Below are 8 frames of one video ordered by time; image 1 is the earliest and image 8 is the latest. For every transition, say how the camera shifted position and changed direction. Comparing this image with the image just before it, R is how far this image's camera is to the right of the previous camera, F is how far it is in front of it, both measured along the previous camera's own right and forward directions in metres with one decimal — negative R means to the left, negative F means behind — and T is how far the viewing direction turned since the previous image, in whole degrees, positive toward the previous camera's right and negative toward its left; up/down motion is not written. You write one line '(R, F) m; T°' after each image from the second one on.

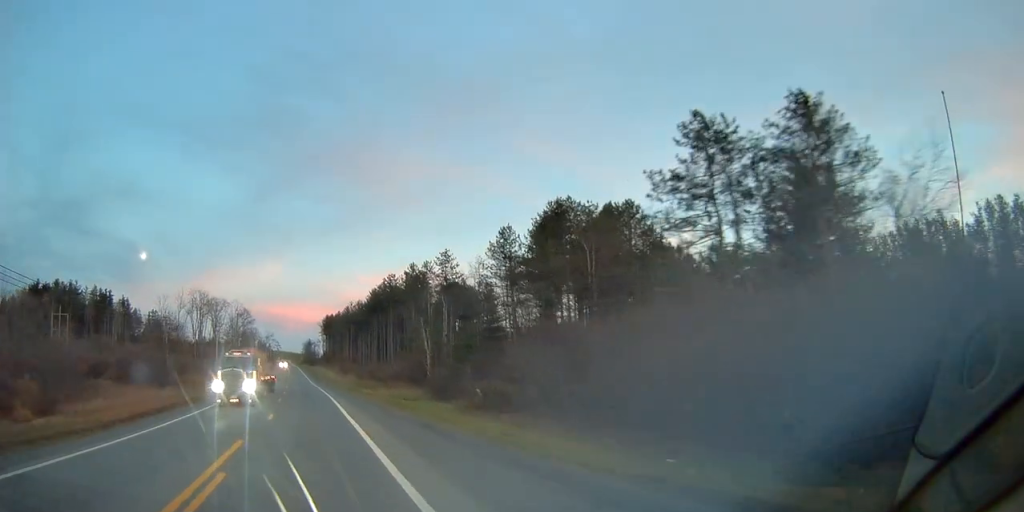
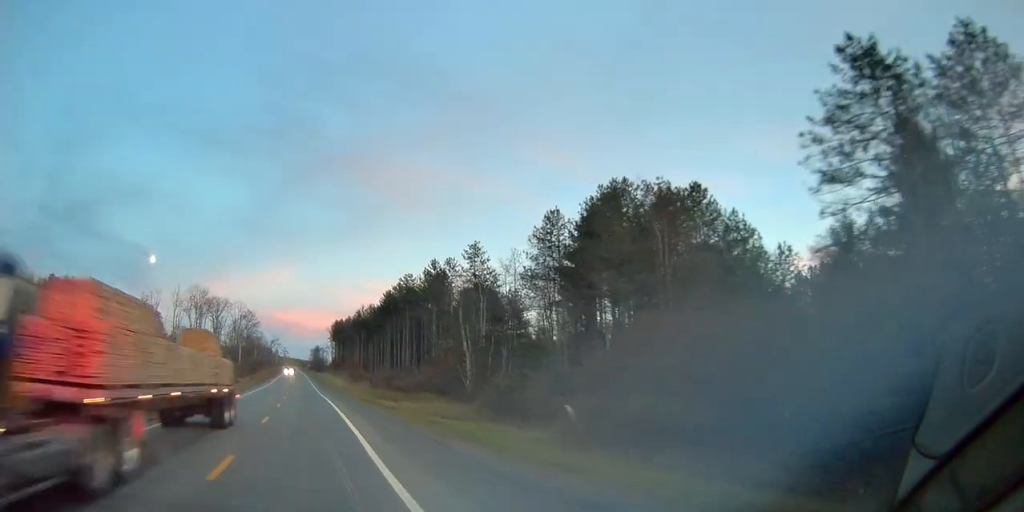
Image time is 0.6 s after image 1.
(-0.1, +13.3) m; -1°
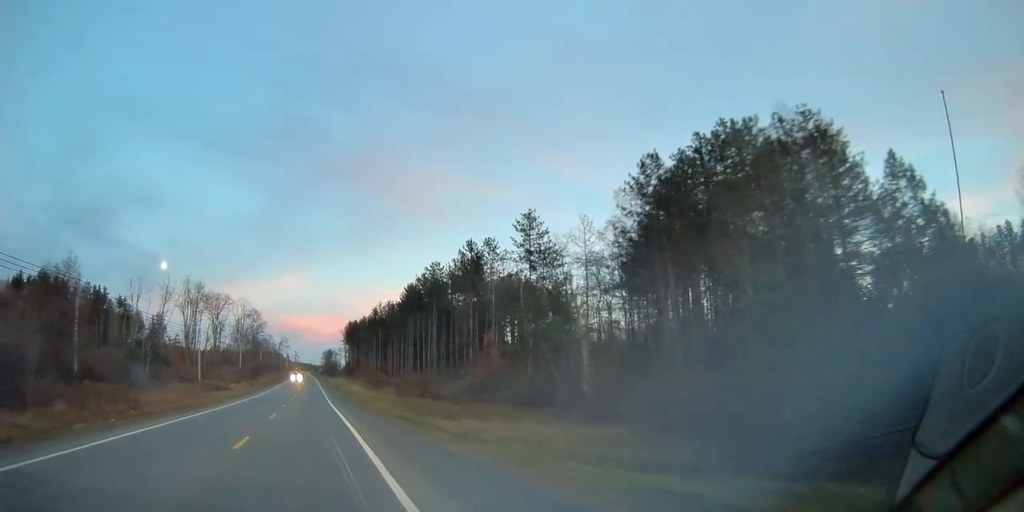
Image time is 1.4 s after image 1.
(-0.1, +19.4) m; -1°
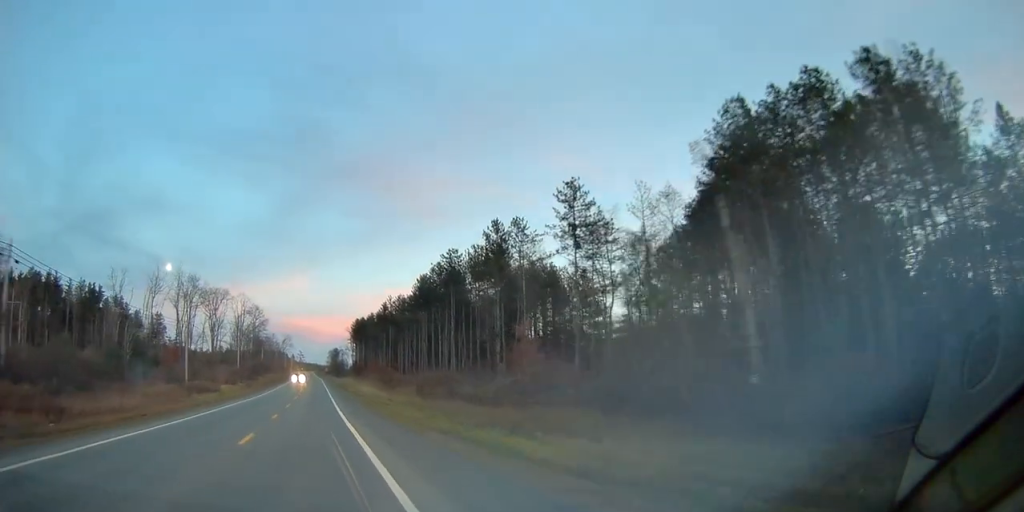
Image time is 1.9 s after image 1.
(-0.2, +11.5) m; -1°
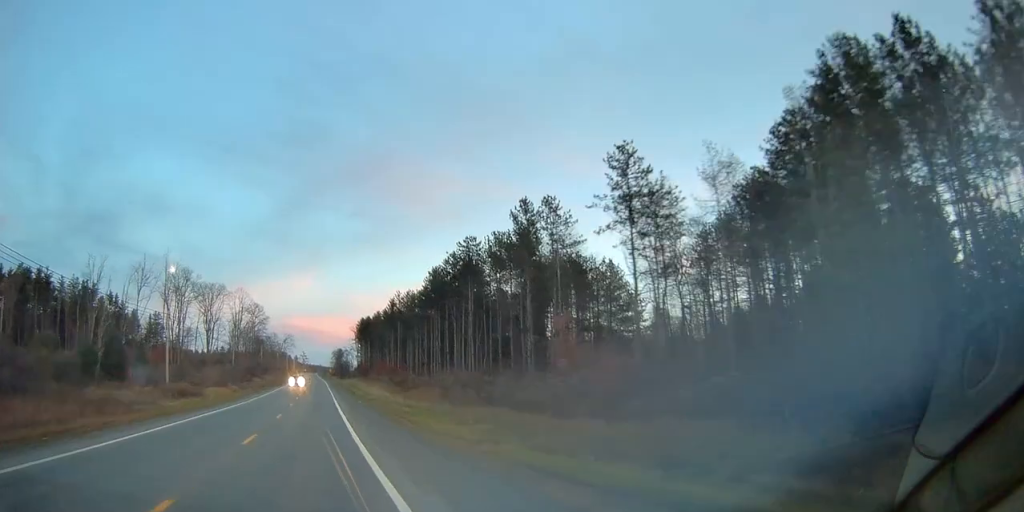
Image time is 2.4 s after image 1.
(-0.1, +10.7) m; -1°
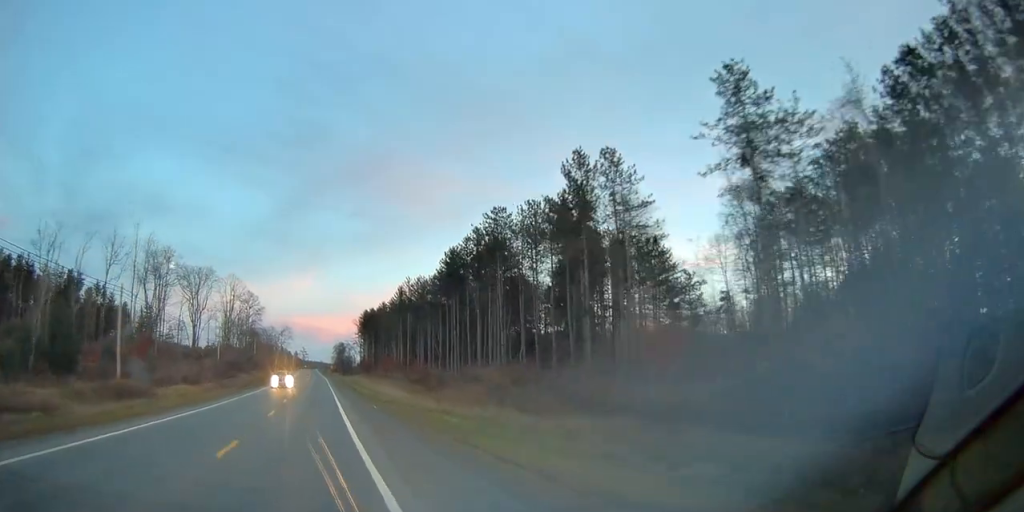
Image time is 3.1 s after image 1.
(-0.1, +16.0) m; 0°
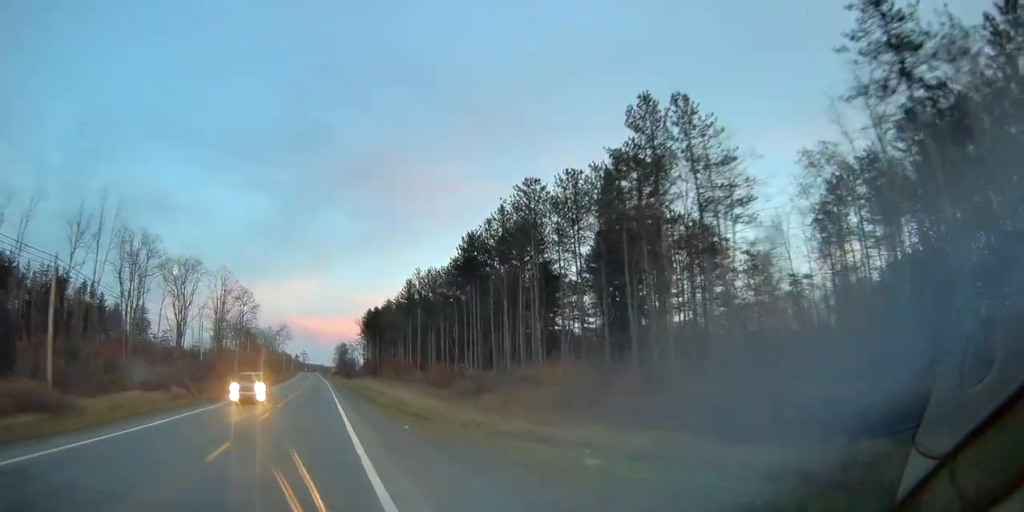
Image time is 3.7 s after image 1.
(-0.1, +13.6) m; 0°
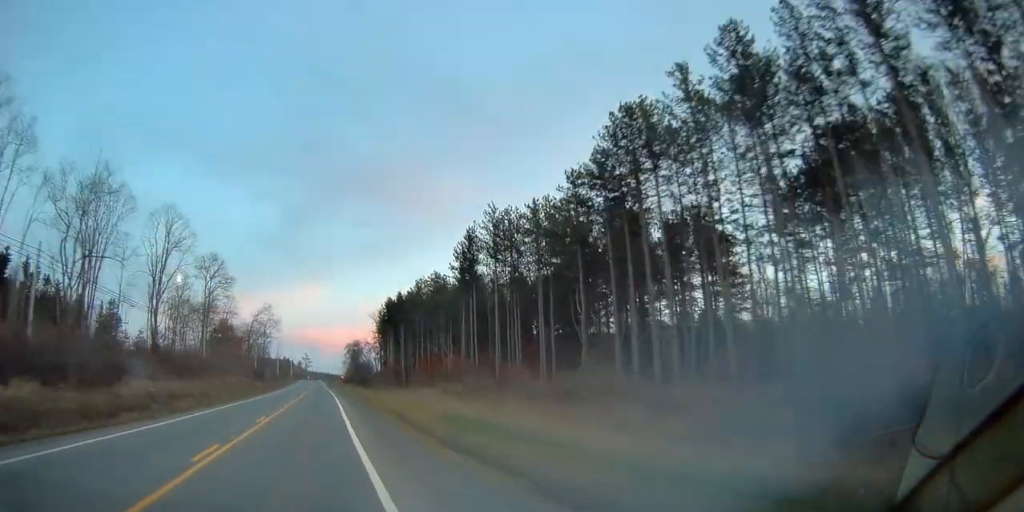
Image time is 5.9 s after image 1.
(-0.1, +50.1) m; -1°
